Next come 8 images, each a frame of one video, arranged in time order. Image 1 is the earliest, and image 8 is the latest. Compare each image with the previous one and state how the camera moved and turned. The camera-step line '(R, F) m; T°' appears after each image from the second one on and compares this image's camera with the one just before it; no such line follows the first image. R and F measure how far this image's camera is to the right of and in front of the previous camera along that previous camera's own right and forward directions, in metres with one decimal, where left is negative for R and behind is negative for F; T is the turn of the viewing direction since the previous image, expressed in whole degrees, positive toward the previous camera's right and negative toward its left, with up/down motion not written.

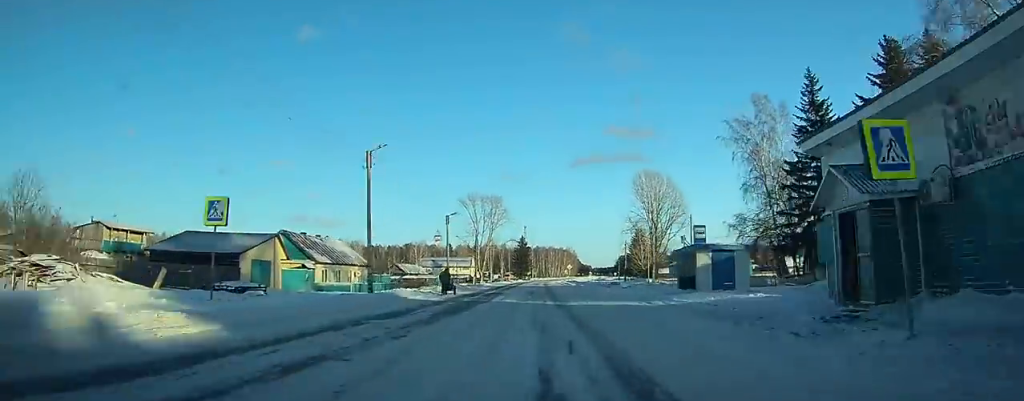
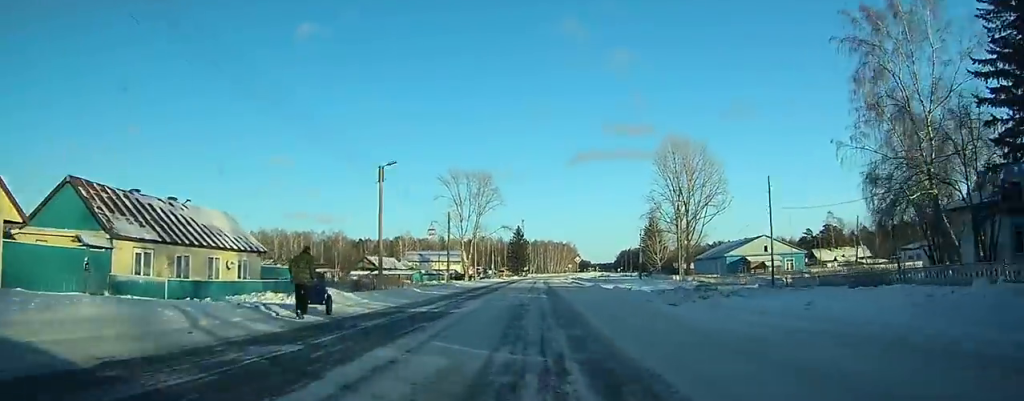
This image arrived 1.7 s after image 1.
(0.0, +25.7) m; 0°
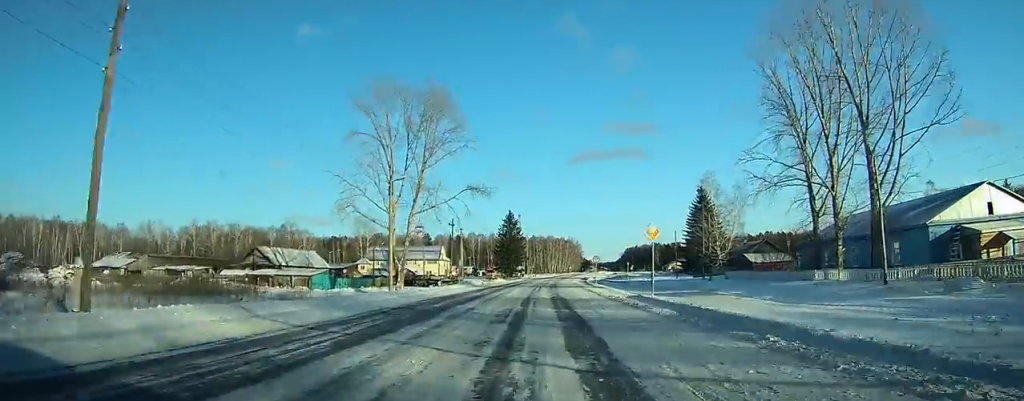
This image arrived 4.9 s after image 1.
(+0.2, +51.8) m; +1°
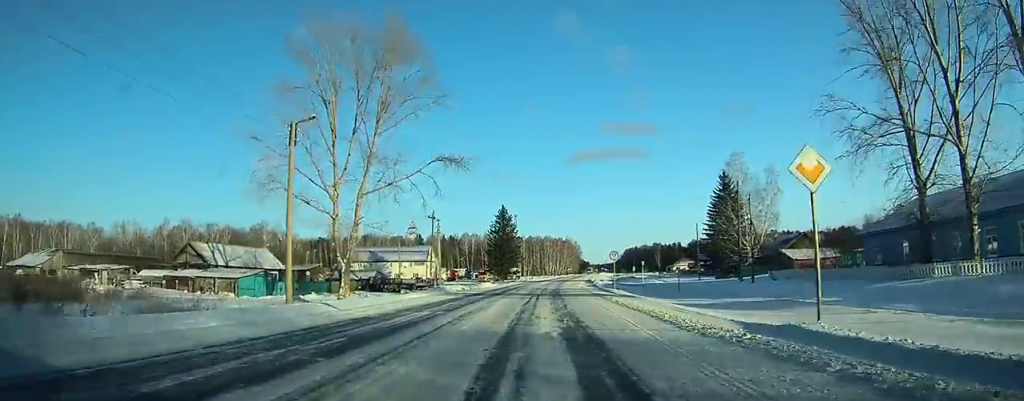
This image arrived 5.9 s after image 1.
(0.0, +16.2) m; +1°
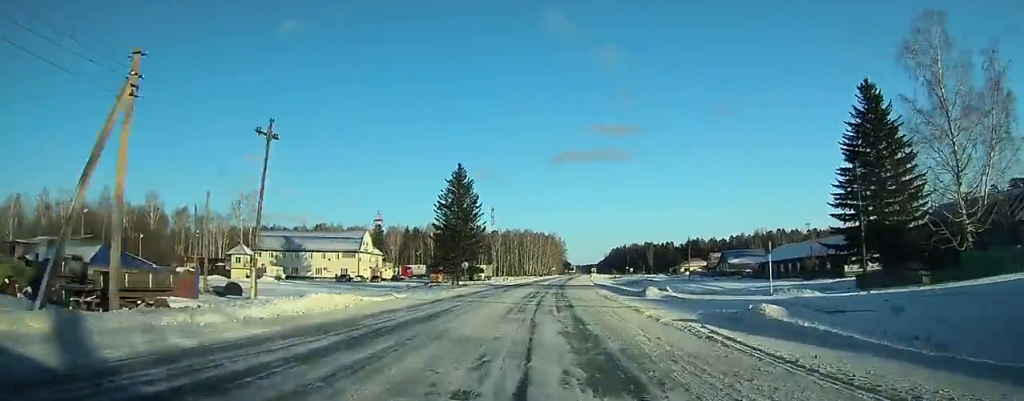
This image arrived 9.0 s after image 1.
(+1.3, +50.0) m; +3°
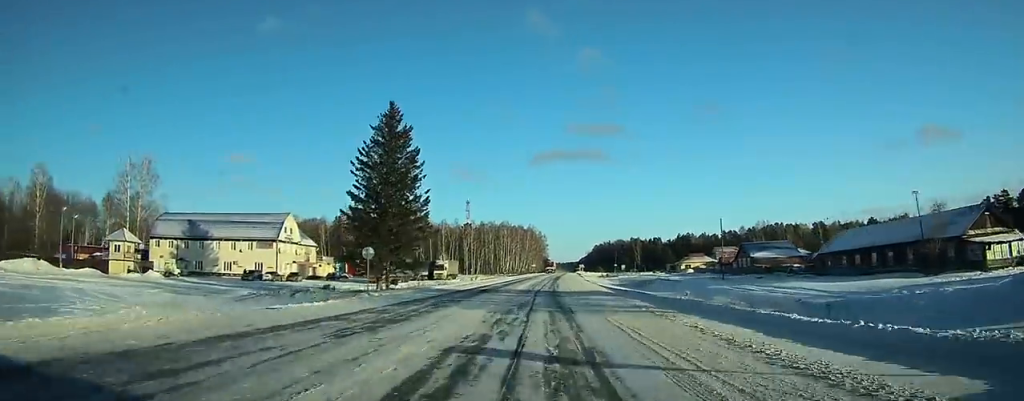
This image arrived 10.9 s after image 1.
(+0.3, +31.7) m; +1°
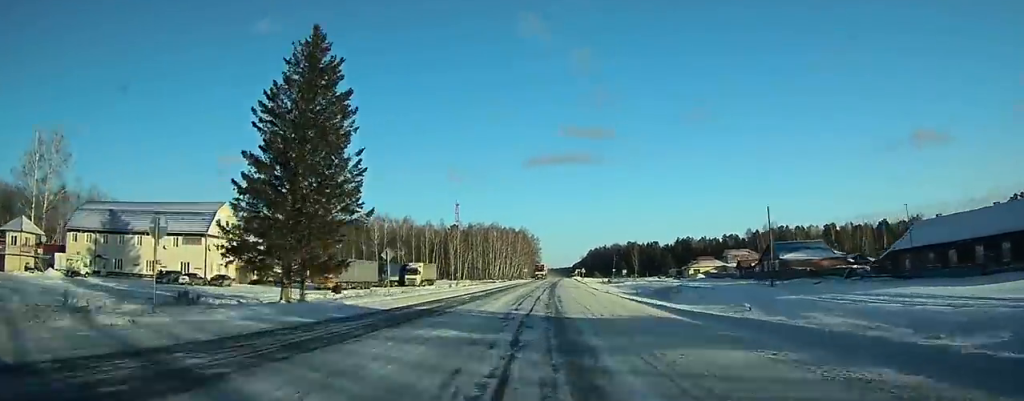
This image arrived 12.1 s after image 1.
(+0.1, +19.8) m; +1°
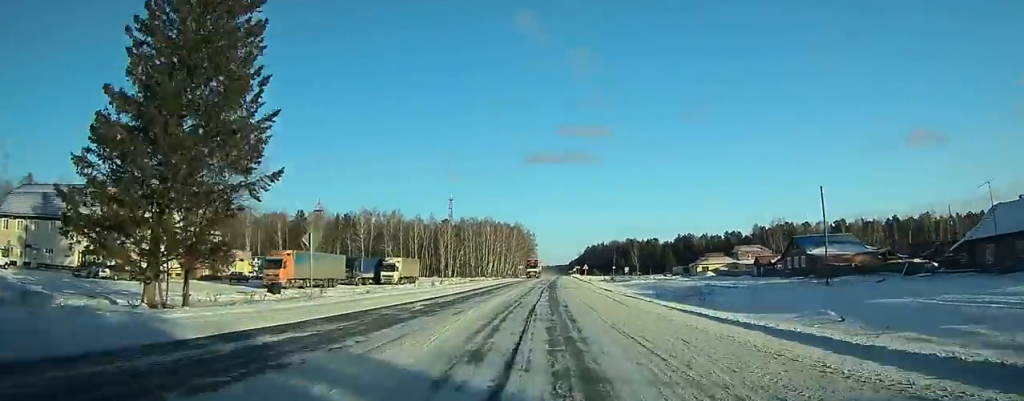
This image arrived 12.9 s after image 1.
(0.0, +13.2) m; 0°
